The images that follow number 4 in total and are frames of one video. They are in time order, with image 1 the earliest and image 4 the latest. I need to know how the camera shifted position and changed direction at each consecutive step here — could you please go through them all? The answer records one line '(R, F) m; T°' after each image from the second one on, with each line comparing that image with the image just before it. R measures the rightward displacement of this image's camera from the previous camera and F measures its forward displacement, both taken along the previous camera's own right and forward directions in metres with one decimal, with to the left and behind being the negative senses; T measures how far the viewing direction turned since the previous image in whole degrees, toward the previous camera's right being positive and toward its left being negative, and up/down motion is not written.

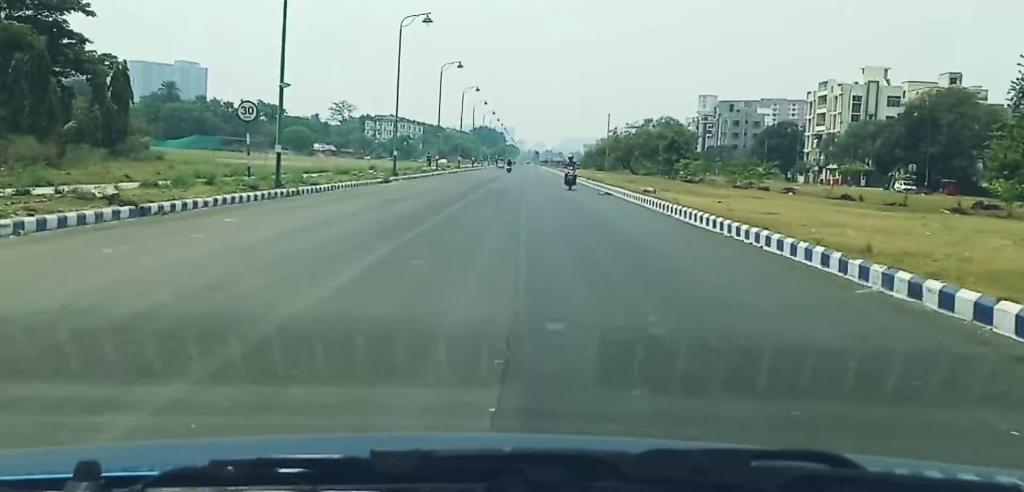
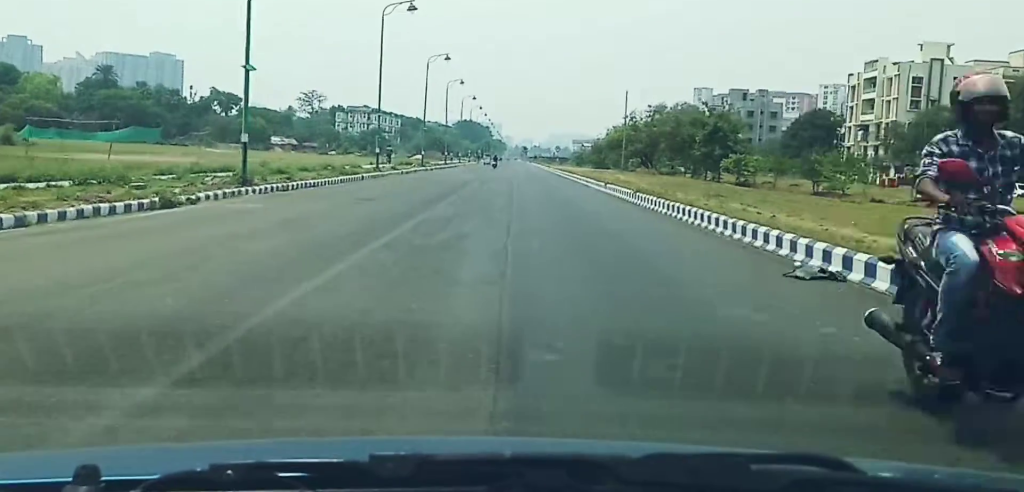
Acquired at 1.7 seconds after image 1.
(-0.6, +28.3) m; -2°
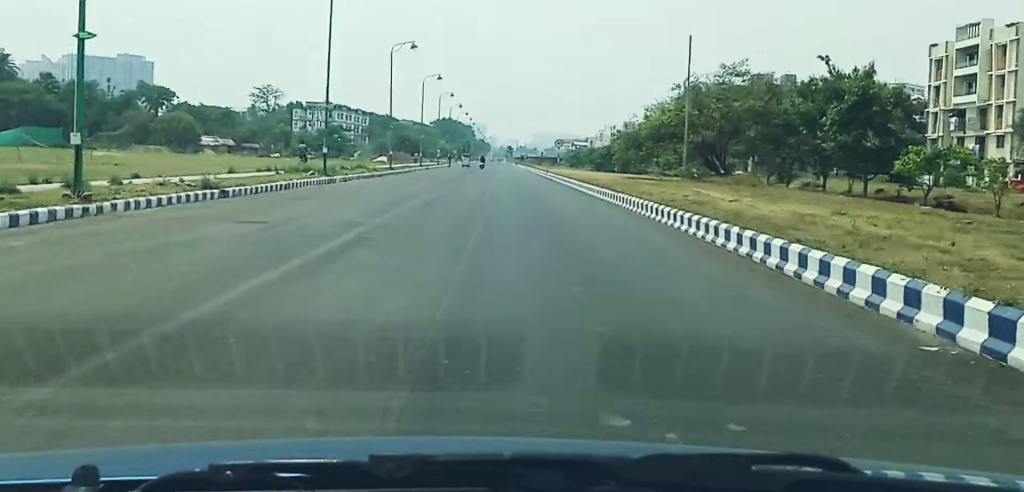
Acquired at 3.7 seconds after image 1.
(0.0, +31.1) m; 0°
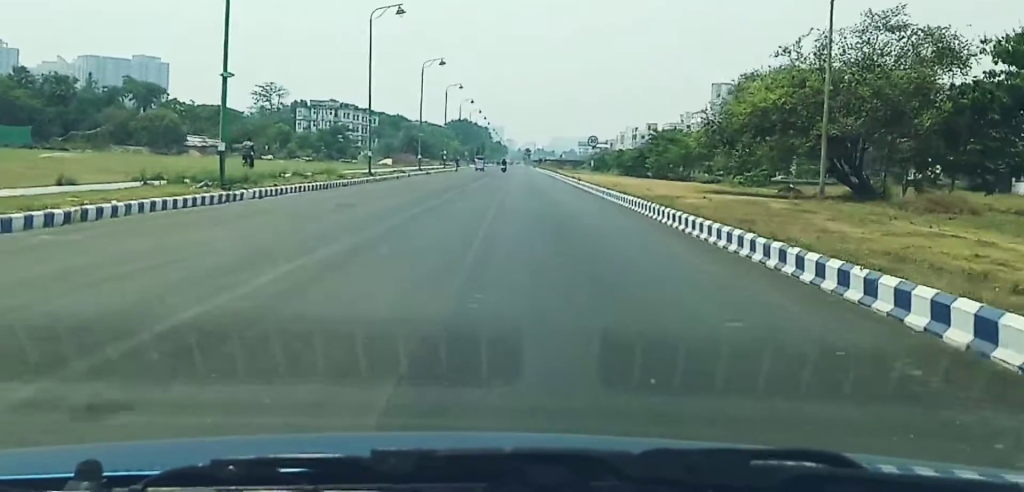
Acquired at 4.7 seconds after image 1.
(0.0, +17.7) m; 0°
